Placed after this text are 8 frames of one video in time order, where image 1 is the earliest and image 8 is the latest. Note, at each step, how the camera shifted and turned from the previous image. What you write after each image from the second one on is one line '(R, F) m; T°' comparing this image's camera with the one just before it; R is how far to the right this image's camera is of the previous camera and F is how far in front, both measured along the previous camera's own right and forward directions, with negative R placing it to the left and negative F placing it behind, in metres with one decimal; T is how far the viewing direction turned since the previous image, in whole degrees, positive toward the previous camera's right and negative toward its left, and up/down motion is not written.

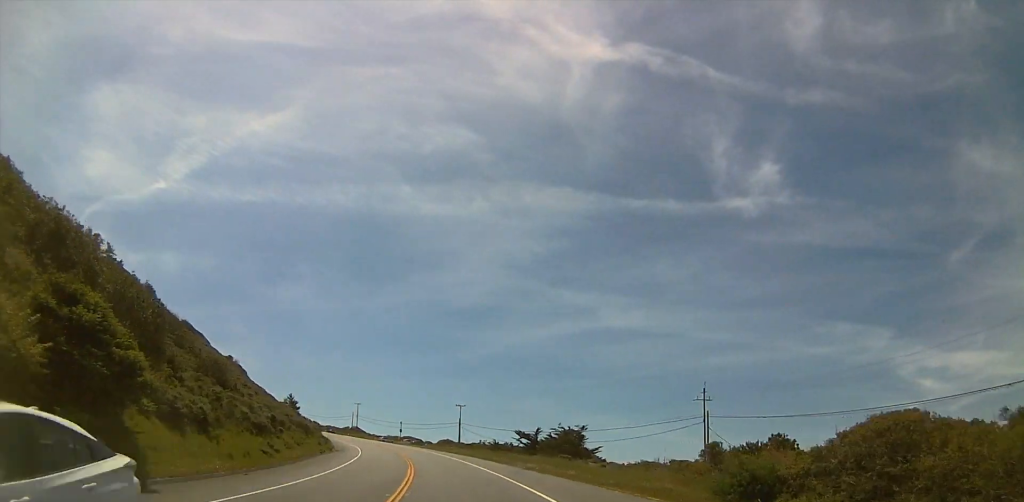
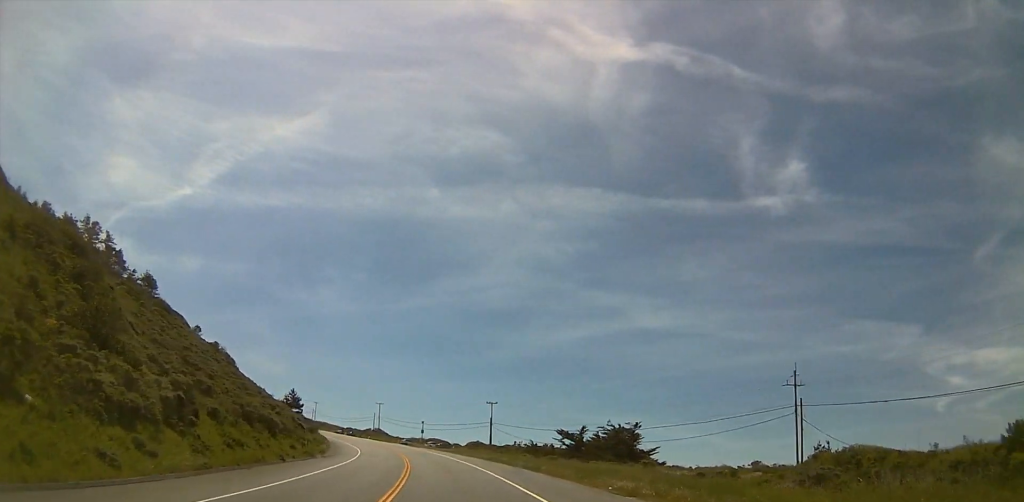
(-0.4, +17.3) m; -3°
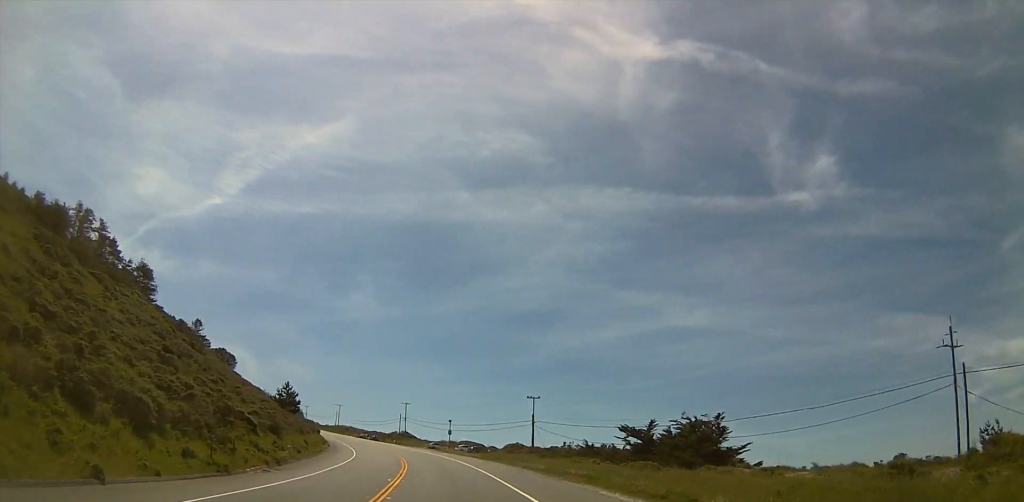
(-0.4, +21.5) m; -3°
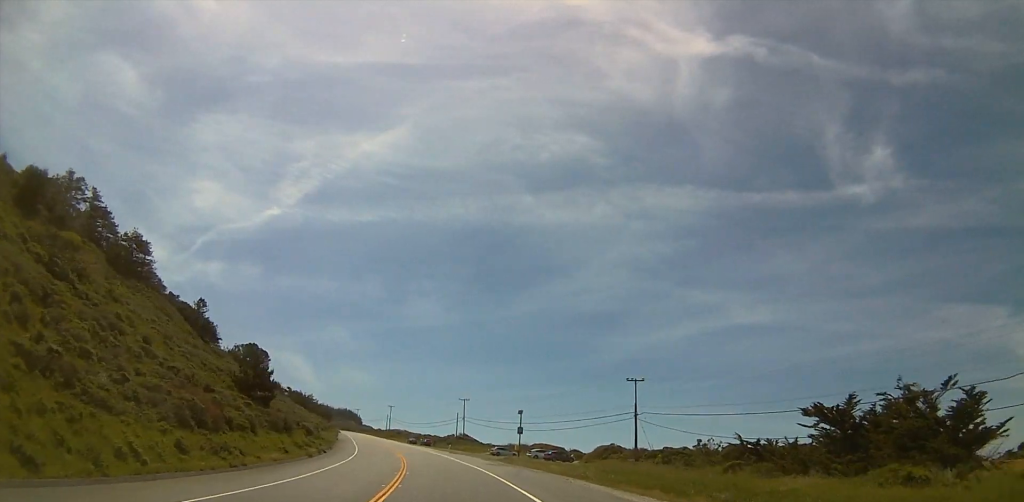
(-1.7, +31.3) m; -5°
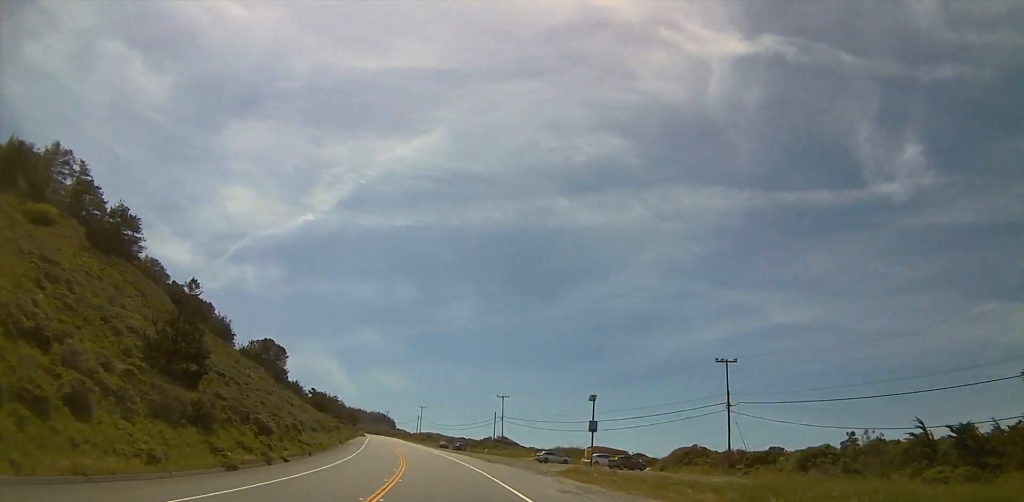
(-0.5, +19.0) m; -2°
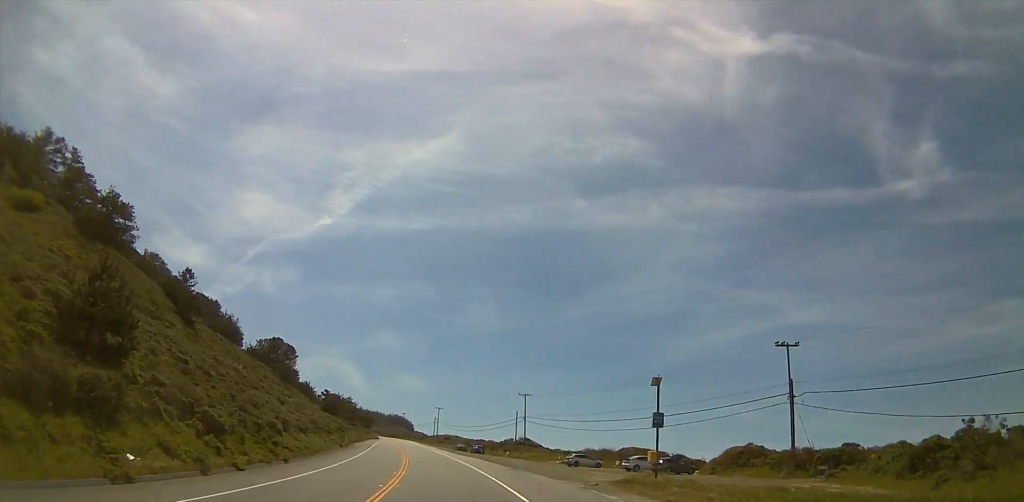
(0.0, +9.5) m; -1°
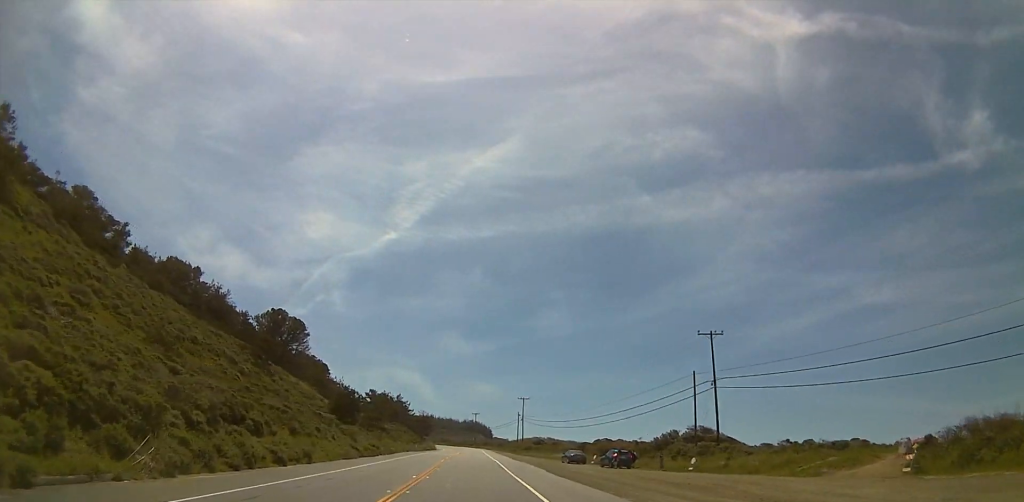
(-5.8, +55.1) m; -16°
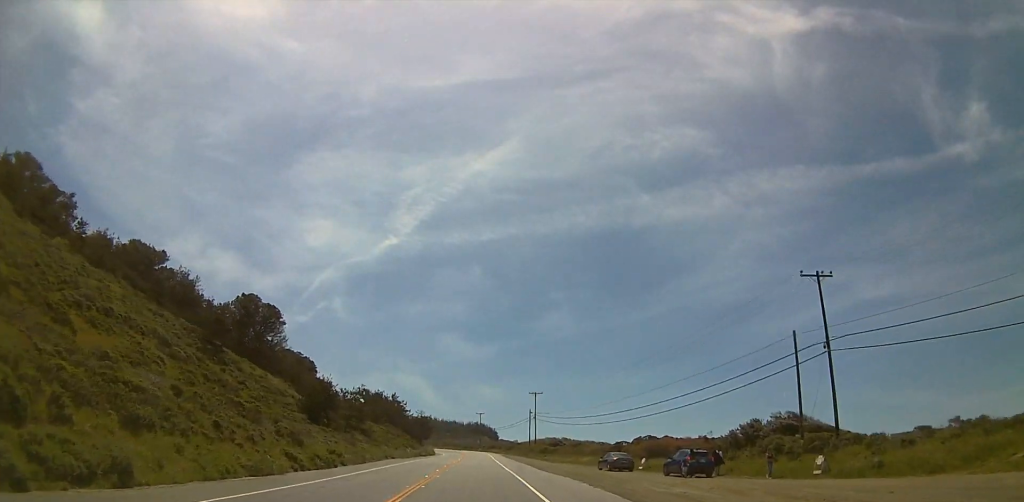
(-1.0, +16.9) m; -3°
